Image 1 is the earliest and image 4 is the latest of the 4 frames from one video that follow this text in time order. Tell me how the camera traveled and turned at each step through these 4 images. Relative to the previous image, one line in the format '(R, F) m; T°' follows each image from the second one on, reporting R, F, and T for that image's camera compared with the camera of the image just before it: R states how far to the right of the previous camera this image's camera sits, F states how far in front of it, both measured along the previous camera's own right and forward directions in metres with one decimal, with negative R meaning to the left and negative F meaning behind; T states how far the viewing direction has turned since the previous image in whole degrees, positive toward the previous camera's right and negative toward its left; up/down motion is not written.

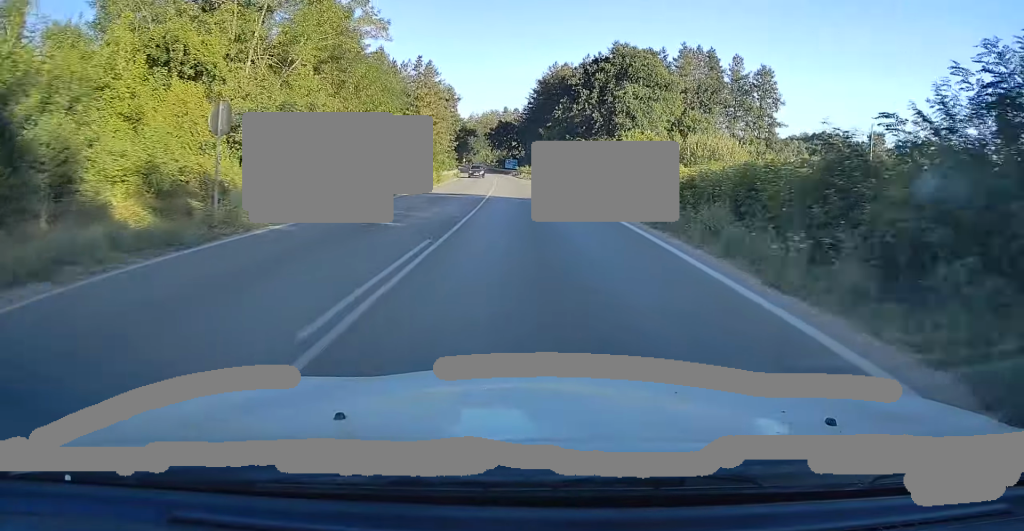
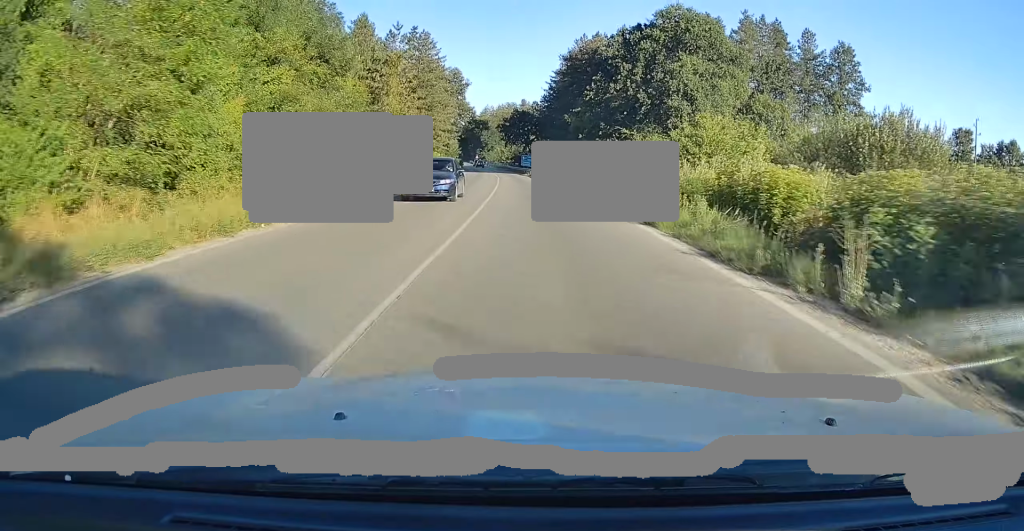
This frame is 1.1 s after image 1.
(-0.2, +23.7) m; -2°
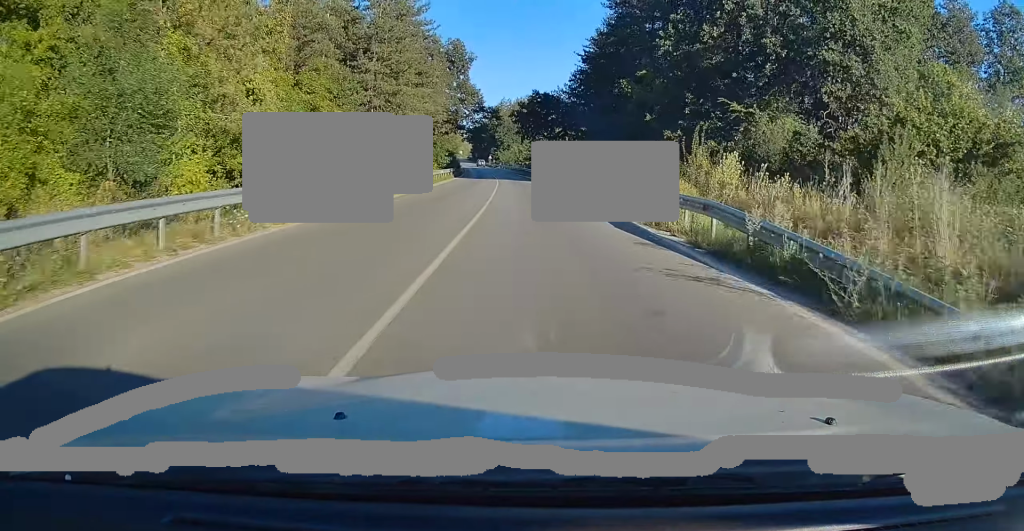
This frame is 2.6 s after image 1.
(-0.8, +32.2) m; -3°
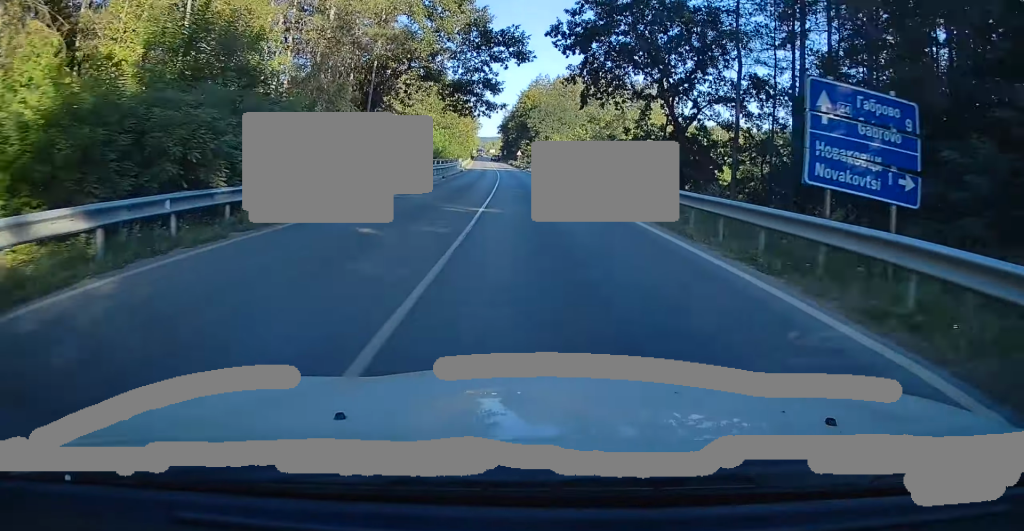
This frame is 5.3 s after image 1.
(-1.6, +57.6) m; -2°
